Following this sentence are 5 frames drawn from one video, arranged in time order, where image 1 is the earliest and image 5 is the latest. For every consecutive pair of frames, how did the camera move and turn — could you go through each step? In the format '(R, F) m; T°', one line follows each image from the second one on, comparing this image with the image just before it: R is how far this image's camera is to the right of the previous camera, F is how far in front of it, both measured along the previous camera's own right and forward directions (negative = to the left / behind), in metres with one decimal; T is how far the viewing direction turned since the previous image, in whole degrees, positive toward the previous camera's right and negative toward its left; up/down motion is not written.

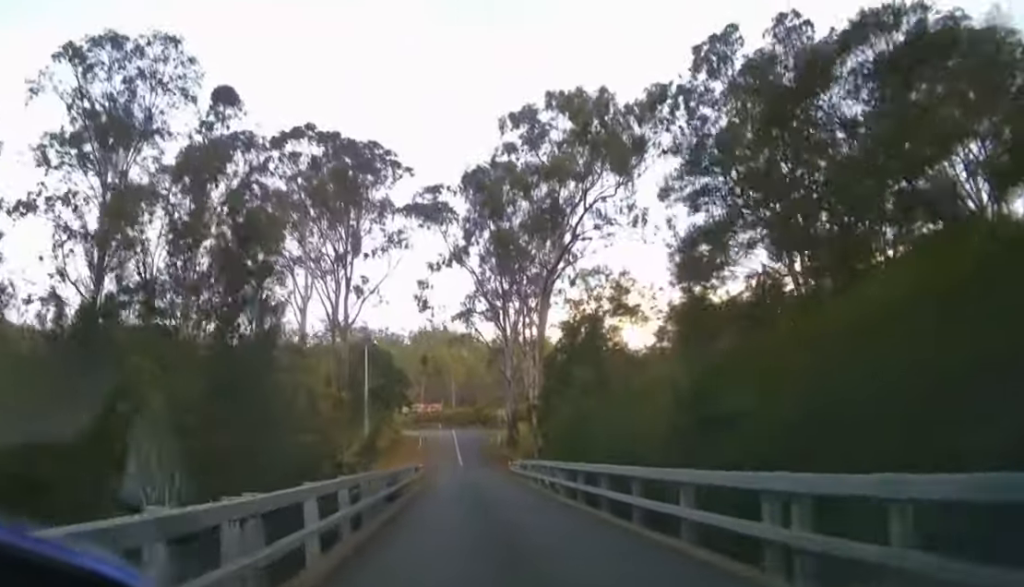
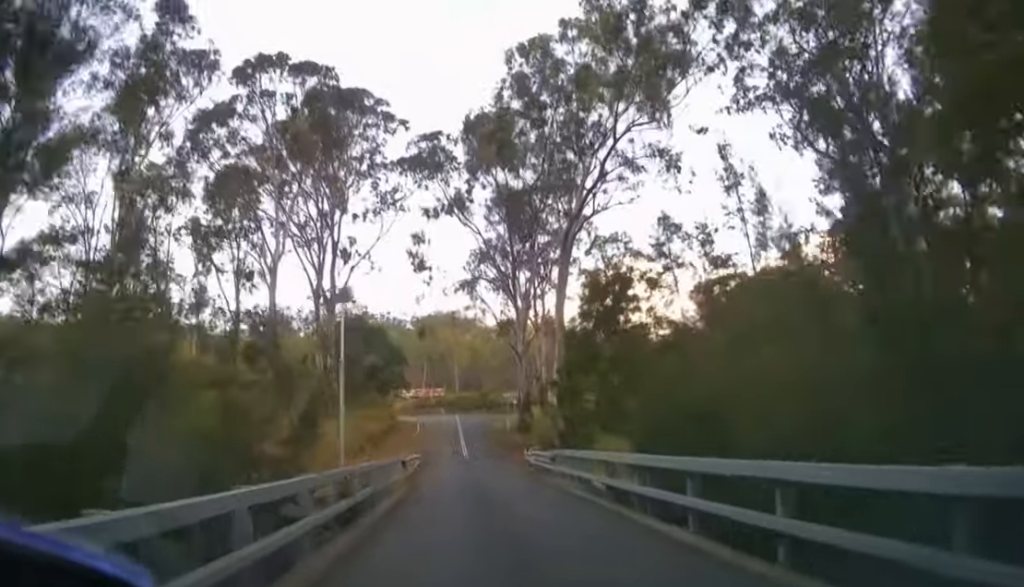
(0.0, +6.7) m; 0°
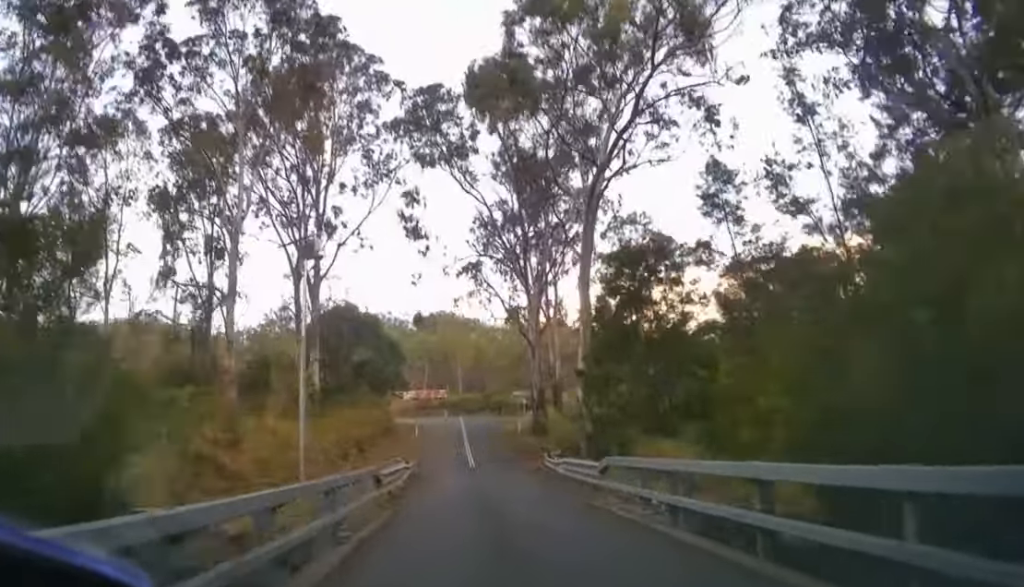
(0.0, +5.8) m; 0°
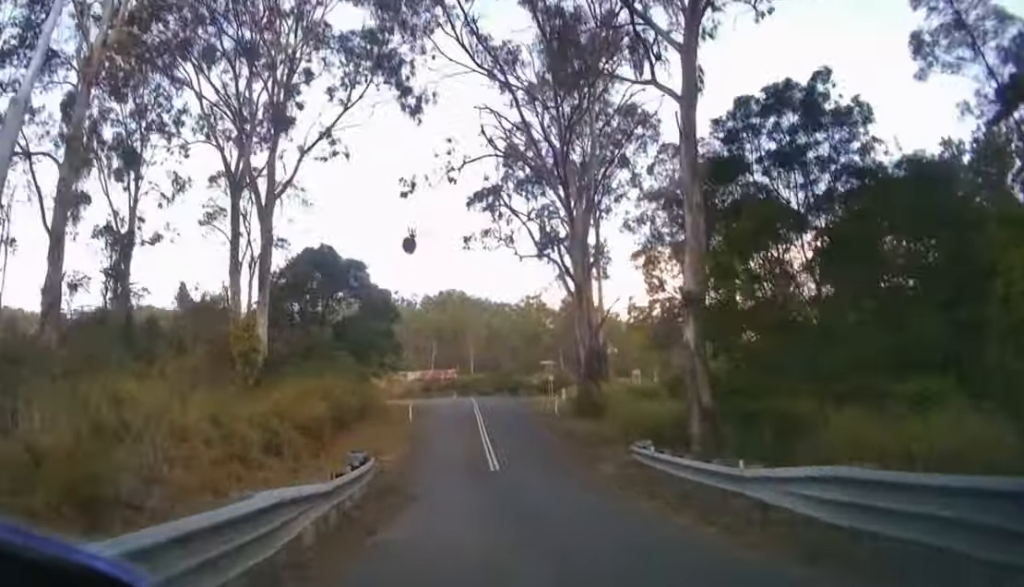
(-0.1, +12.0) m; -1°
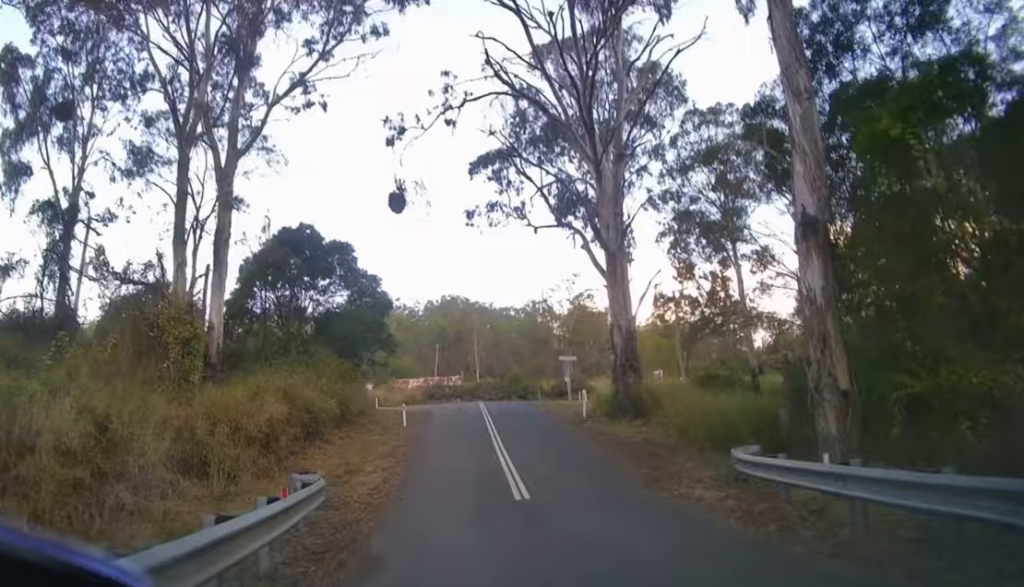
(0.0, +5.8) m; -1°
